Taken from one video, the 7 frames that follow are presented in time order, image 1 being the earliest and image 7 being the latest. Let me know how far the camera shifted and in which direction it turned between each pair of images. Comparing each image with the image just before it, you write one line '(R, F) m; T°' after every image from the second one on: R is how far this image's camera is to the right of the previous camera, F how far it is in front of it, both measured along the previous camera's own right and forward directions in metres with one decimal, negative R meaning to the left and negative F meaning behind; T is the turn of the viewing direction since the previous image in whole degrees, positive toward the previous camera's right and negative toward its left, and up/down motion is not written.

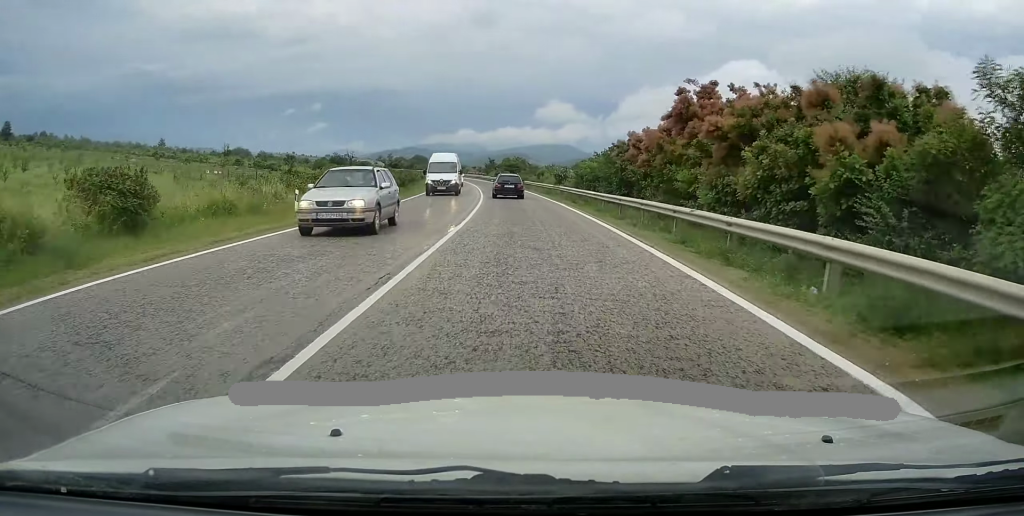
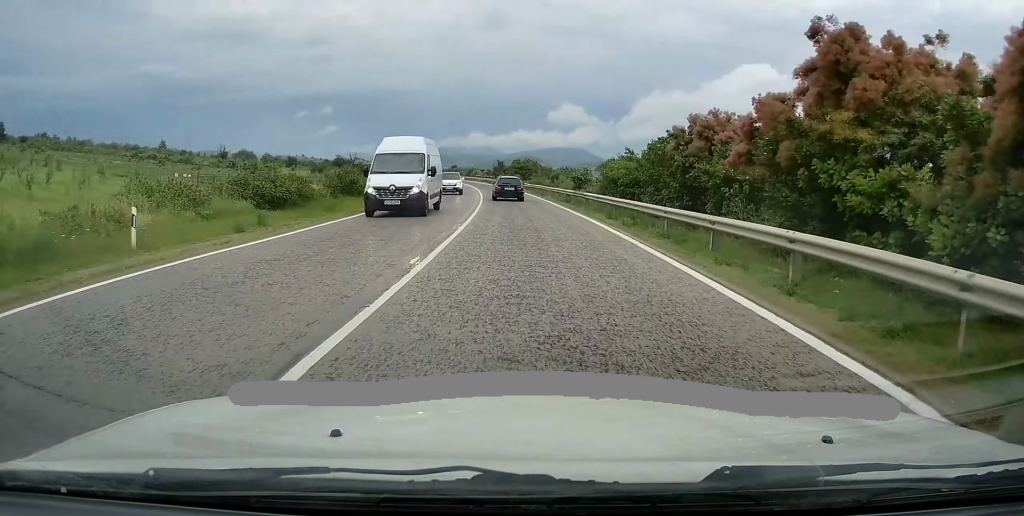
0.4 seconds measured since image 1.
(-0.1, +10.1) m; -1°
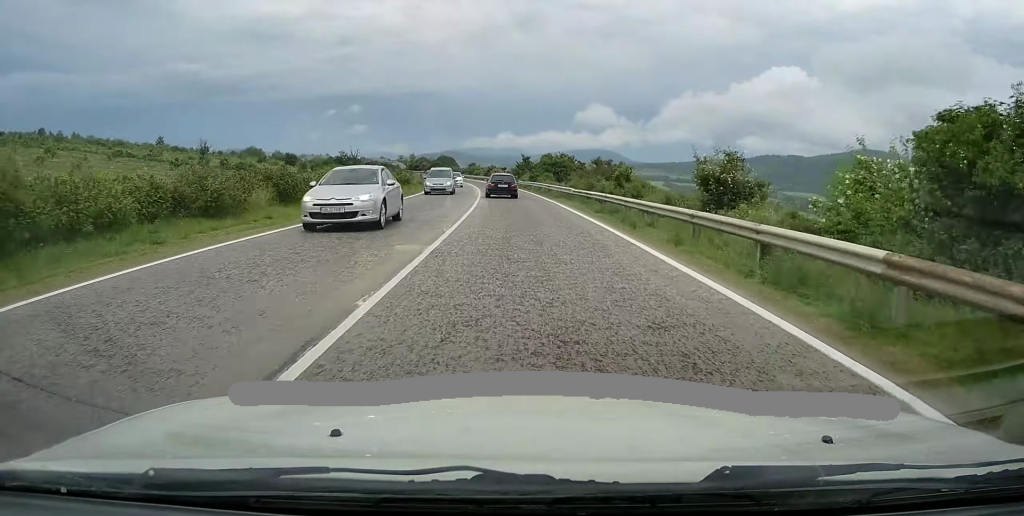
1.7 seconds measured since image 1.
(-1.0, +28.9) m; -4°
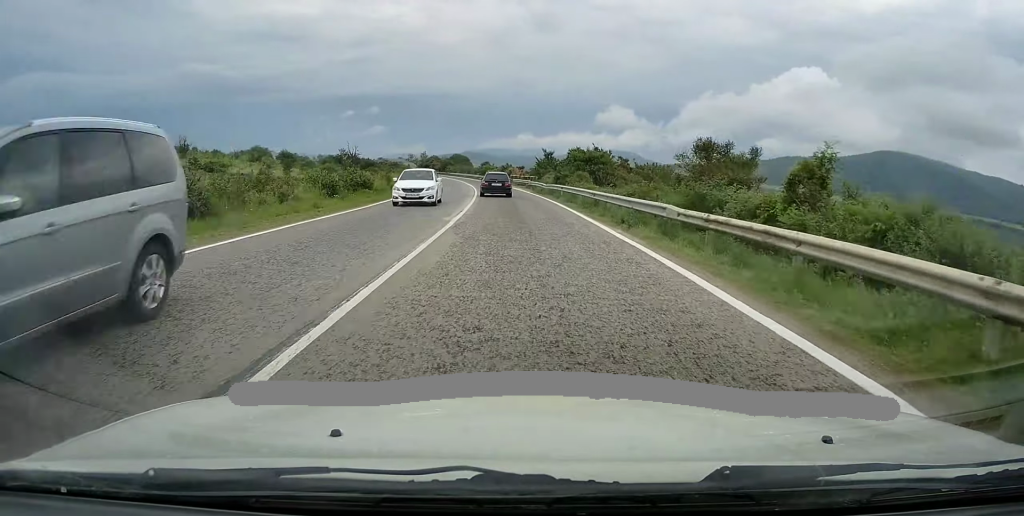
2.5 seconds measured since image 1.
(-0.3, +20.4) m; -2°
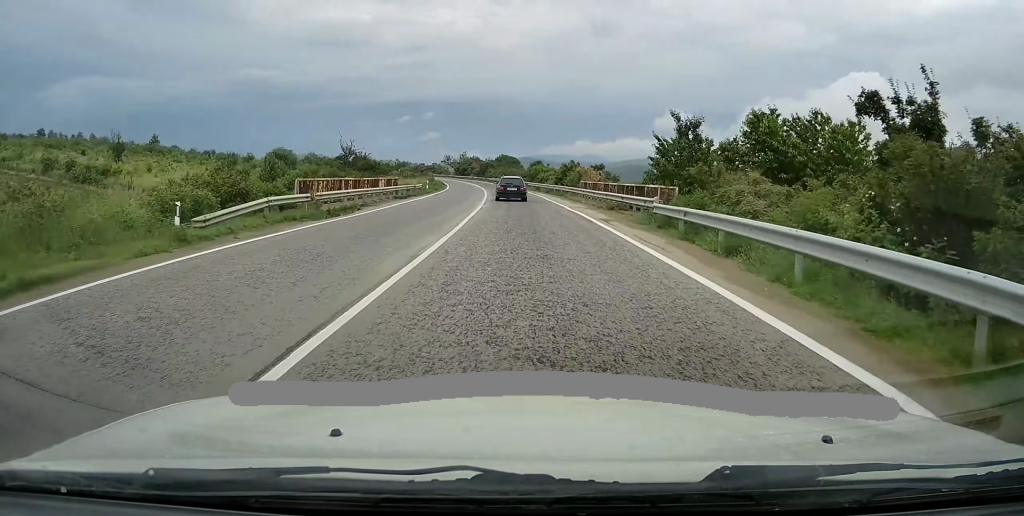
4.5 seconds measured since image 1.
(-1.4, +46.2) m; -4°
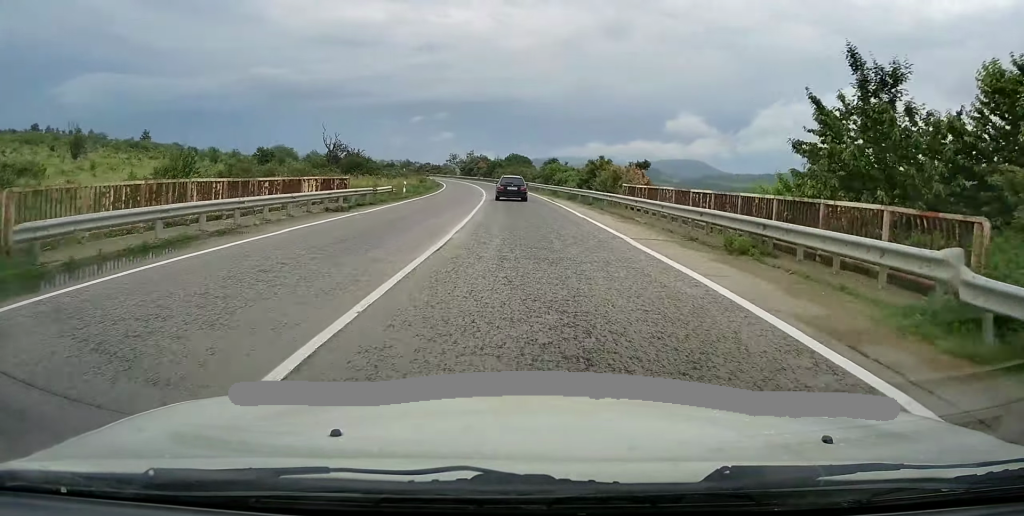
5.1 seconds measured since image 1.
(-0.2, +15.0) m; -2°
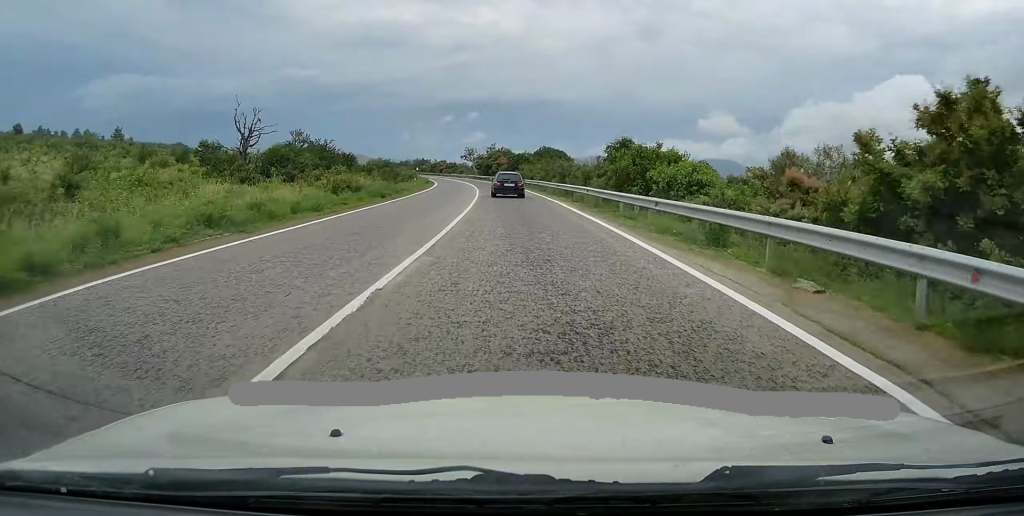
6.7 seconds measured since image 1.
(-1.2, +36.7) m; -3°
